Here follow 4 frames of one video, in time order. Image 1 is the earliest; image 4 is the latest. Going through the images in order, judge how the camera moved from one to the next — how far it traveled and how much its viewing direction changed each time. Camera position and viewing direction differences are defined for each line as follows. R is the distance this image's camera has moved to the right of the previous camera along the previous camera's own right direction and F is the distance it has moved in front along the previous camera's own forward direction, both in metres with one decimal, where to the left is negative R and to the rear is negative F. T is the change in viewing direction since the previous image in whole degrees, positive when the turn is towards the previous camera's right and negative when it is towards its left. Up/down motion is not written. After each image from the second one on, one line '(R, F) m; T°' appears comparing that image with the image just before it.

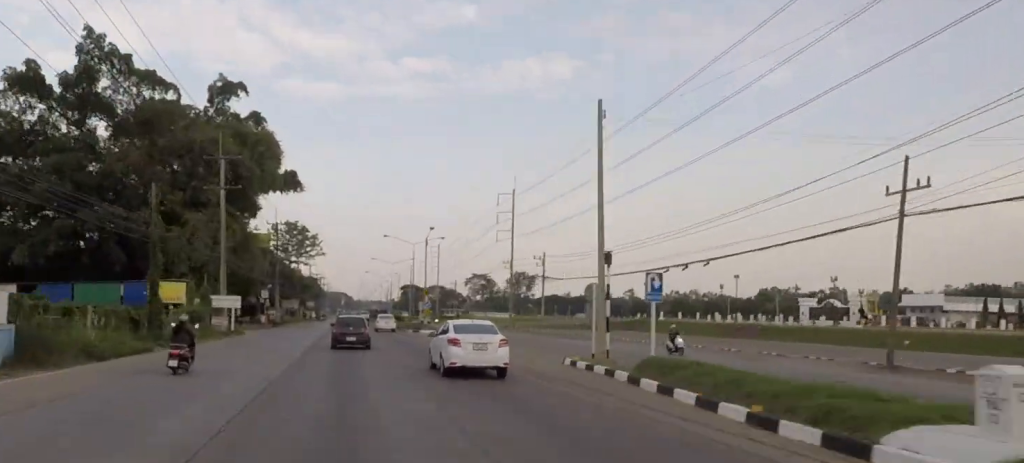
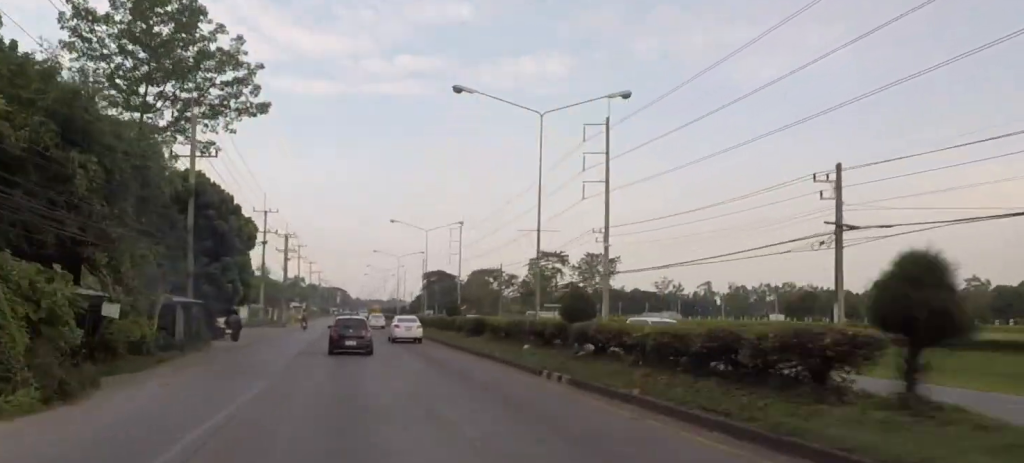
(+0.8, +116.9) m; 0°
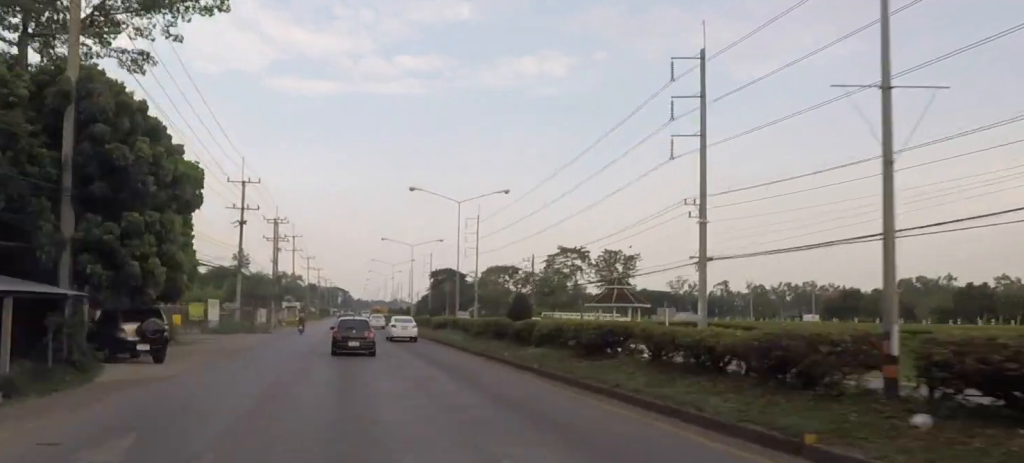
(-0.7, +16.8) m; +1°
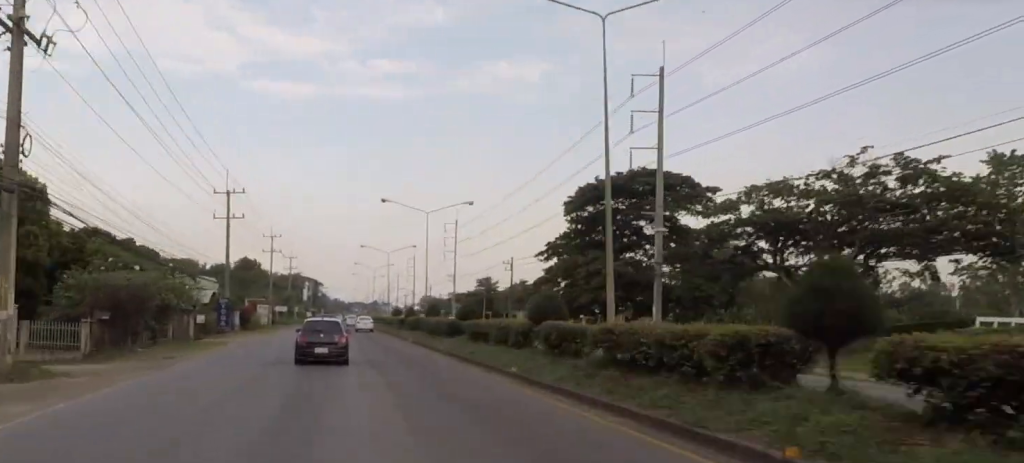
(+9.2, +158.2) m; +4°
